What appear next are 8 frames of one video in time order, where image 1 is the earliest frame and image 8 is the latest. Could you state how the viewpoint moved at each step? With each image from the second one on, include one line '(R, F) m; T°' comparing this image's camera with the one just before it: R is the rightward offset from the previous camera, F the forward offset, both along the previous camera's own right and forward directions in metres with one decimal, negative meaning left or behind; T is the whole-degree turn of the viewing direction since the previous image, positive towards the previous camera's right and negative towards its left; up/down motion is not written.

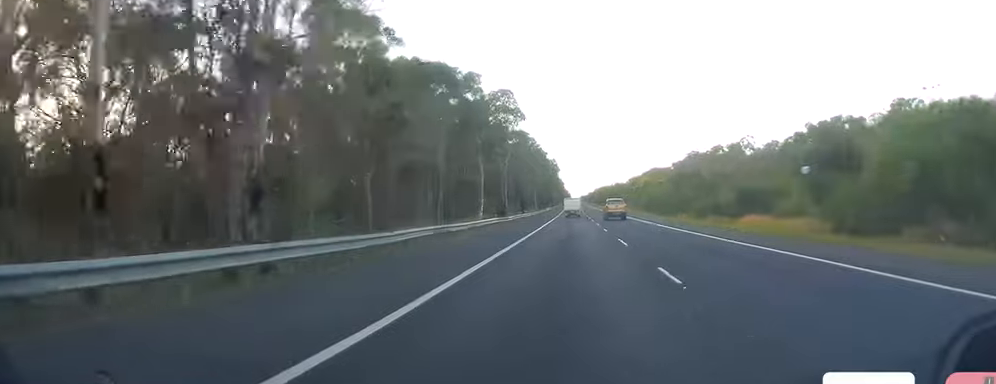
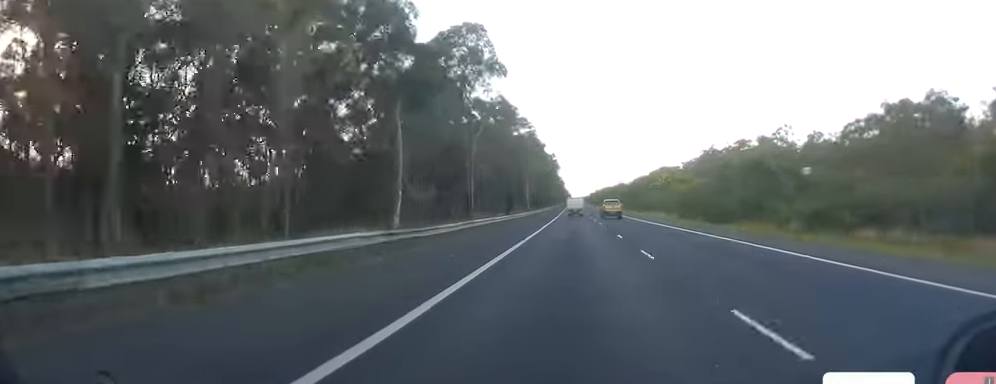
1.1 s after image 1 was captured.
(+0.3, +31.5) m; 0°
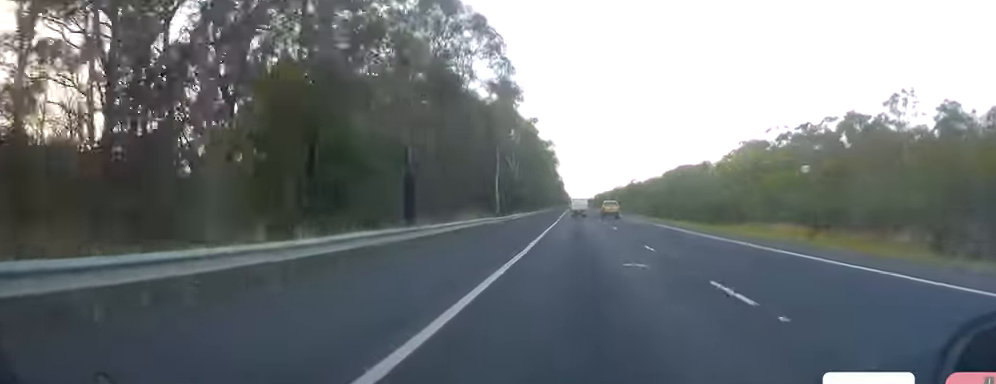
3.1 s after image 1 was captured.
(0.0, +55.8) m; 0°
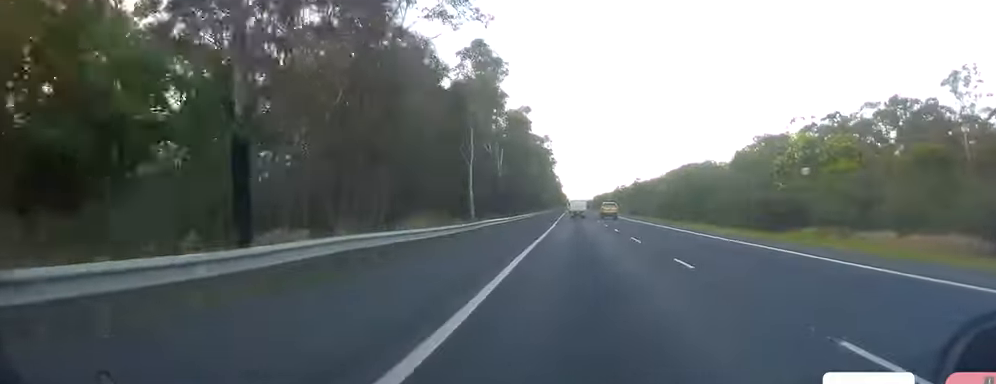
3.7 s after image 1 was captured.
(-0.3, +18.0) m; 0°
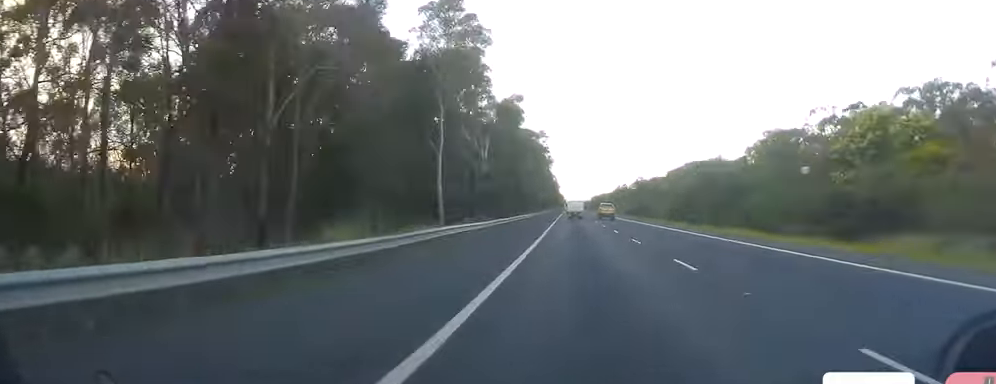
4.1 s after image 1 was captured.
(-0.1, +12.3) m; 0°
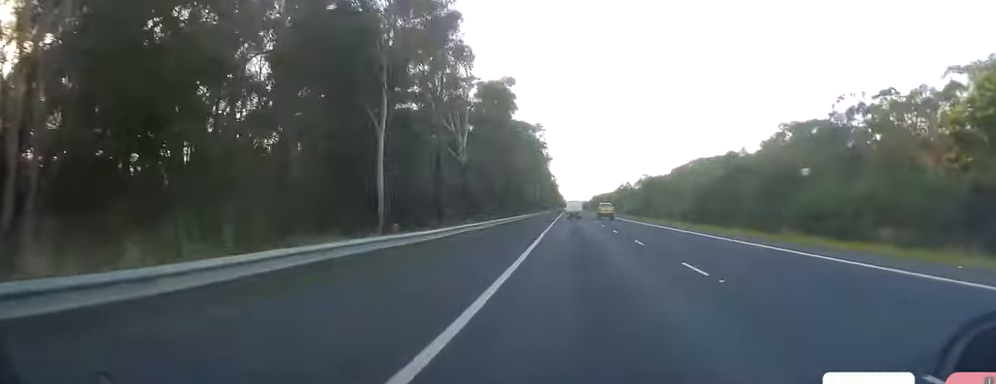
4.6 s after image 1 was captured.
(+0.3, +13.2) m; 0°
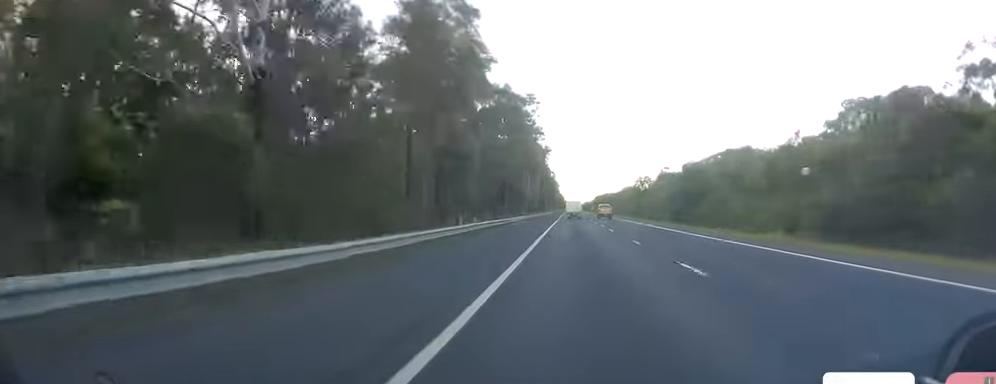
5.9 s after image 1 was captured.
(+0.2, +37.0) m; 0°
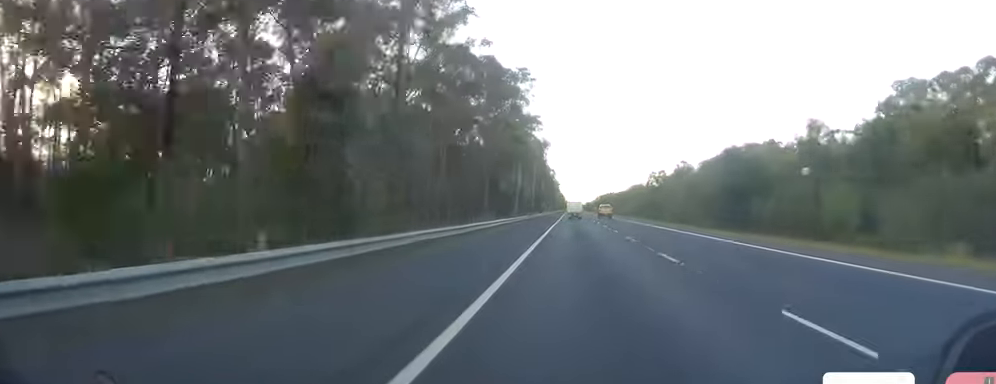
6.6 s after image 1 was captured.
(-0.1, +18.9) m; 0°
